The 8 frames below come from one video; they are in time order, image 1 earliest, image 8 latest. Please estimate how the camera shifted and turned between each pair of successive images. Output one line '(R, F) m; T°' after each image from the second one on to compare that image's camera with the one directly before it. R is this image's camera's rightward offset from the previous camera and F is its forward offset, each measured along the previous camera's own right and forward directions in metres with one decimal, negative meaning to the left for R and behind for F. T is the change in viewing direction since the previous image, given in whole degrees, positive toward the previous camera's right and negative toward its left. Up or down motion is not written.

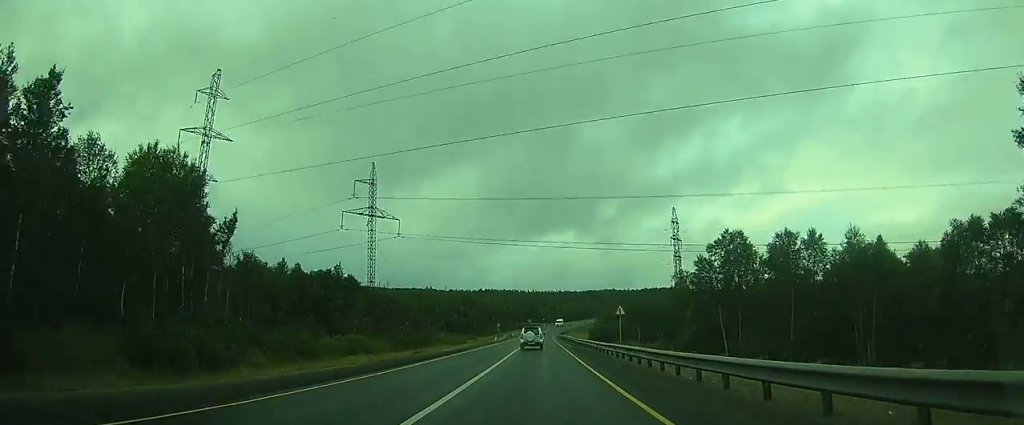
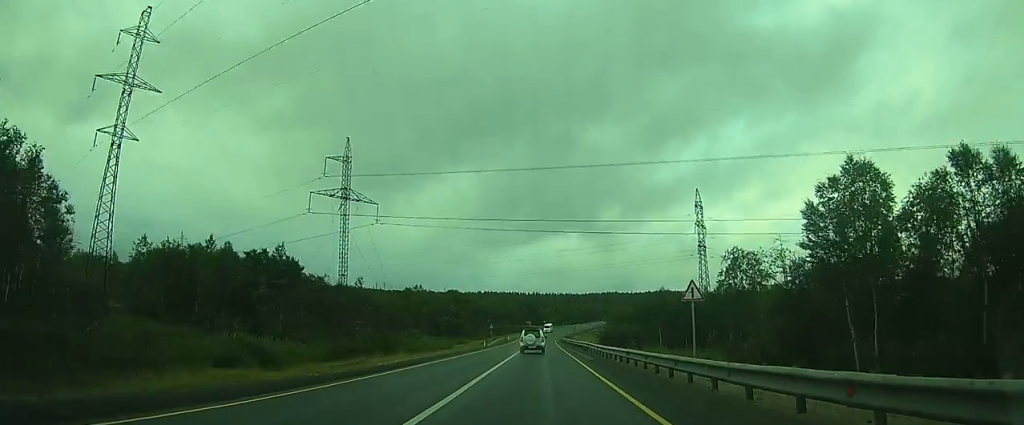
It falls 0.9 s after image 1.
(0.0, +19.1) m; 0°
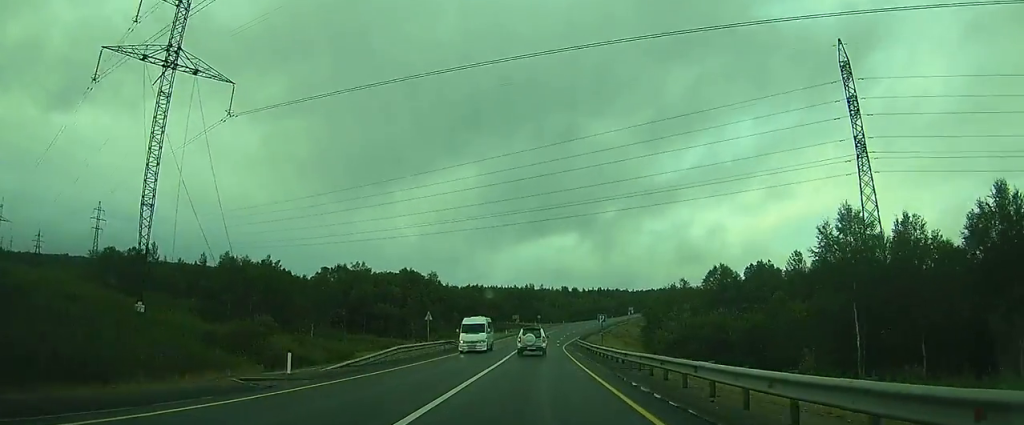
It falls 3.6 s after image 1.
(+1.0, +58.1) m; +3°
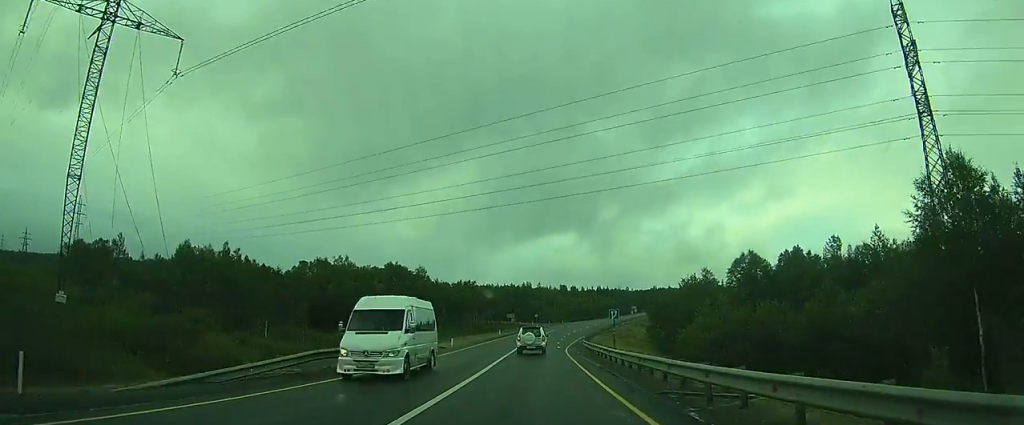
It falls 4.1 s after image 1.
(0.0, +10.5) m; 0°
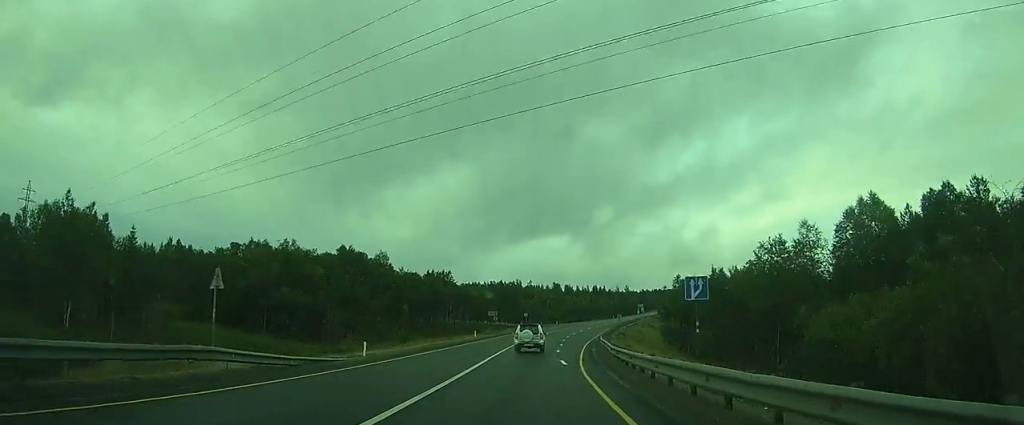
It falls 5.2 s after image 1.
(+0.2, +24.1) m; +1°
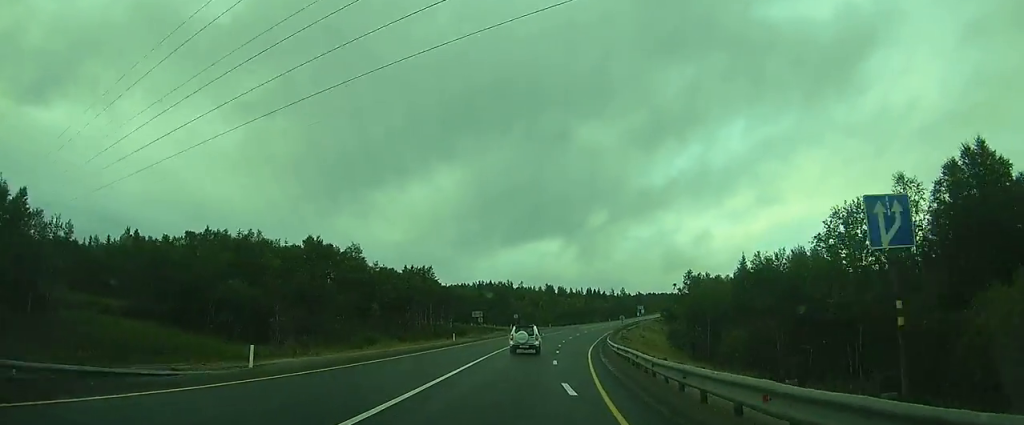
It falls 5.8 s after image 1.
(0.0, +10.7) m; 0°
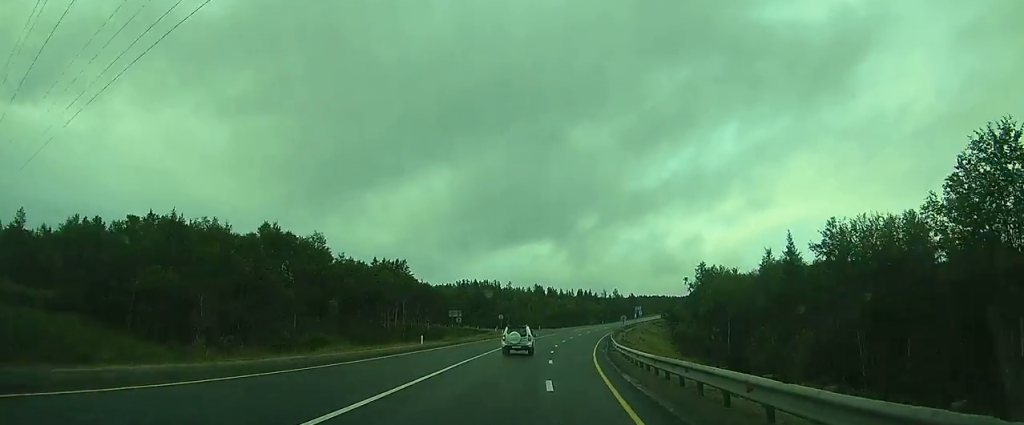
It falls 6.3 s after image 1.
(0.0, +10.6) m; 0°
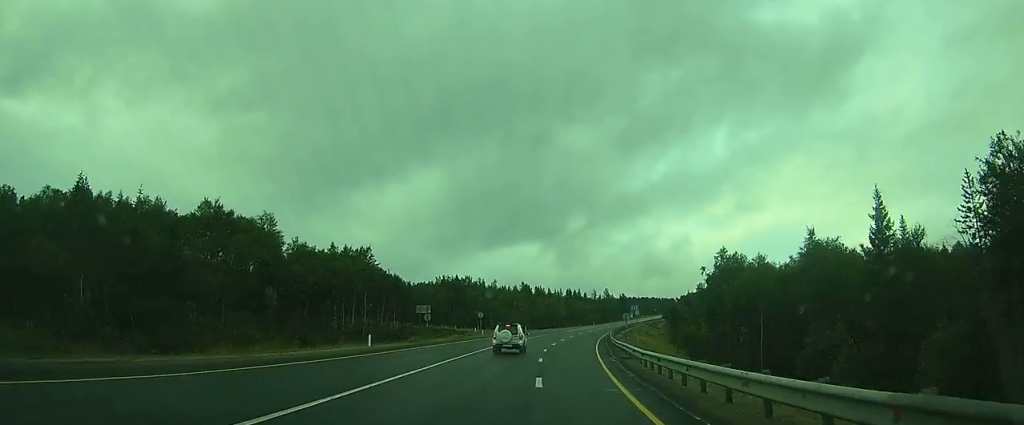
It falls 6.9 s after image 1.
(0.0, +11.1) m; 0°
